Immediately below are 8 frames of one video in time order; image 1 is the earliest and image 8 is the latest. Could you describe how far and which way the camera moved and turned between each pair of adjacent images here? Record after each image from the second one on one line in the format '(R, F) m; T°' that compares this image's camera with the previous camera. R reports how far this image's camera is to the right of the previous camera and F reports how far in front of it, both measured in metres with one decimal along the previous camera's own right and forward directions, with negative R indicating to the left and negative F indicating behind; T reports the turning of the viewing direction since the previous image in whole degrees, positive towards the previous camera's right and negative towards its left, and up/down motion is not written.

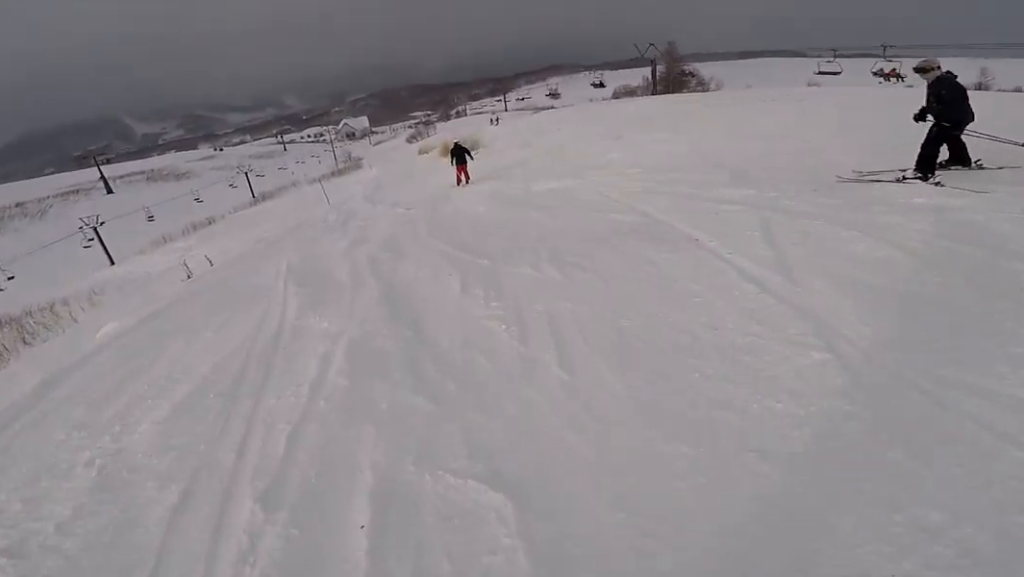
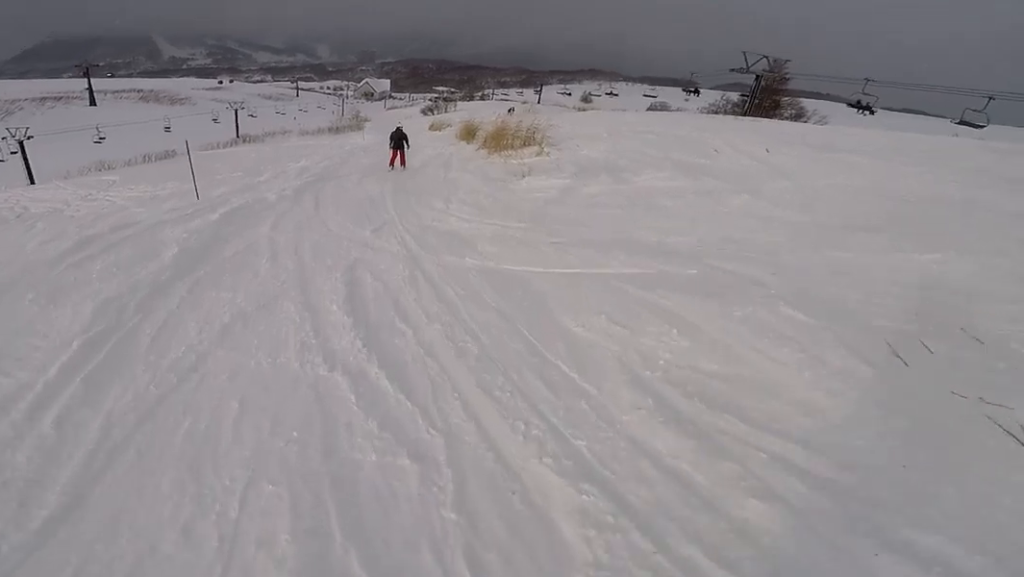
(-1.6, +15.1) m; -11°
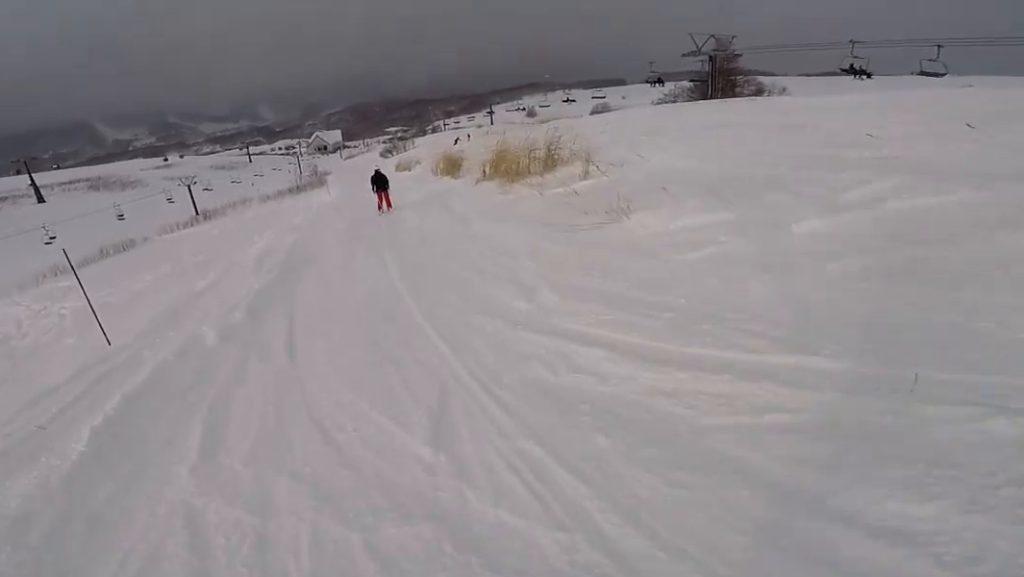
(-0.6, +4.6) m; +3°
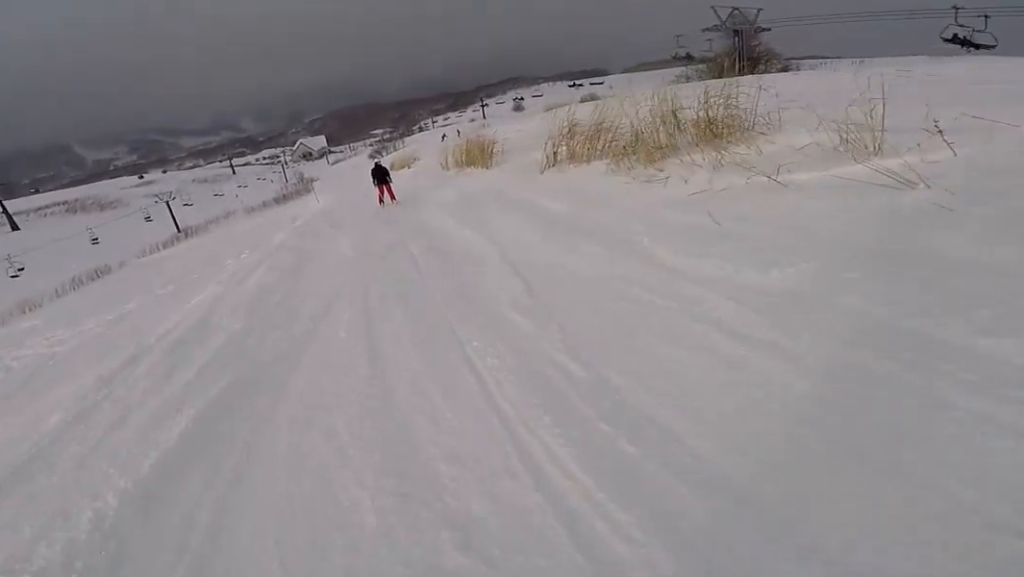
(+0.3, +5.5) m; +4°
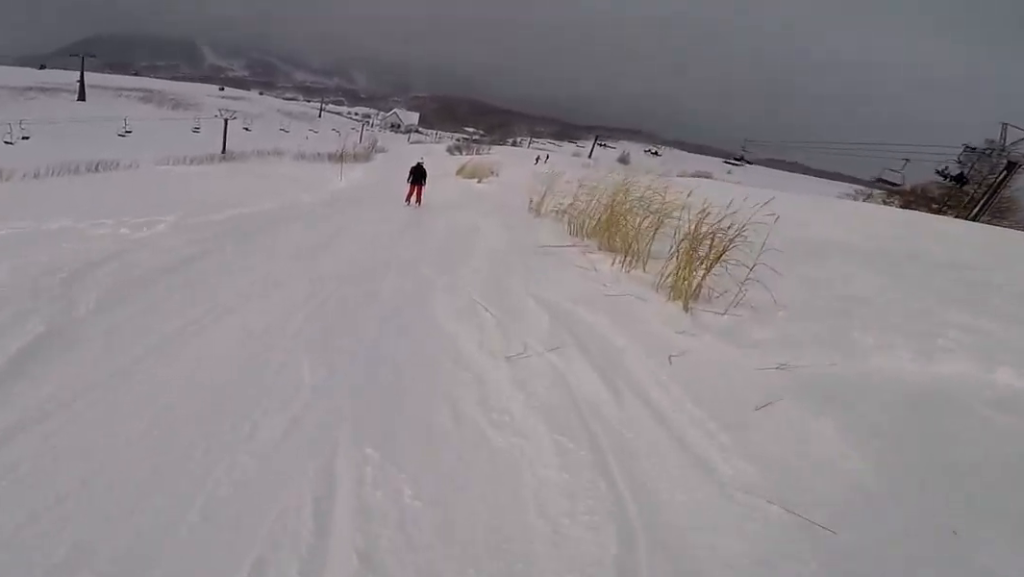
(+1.0, +11.4) m; +1°
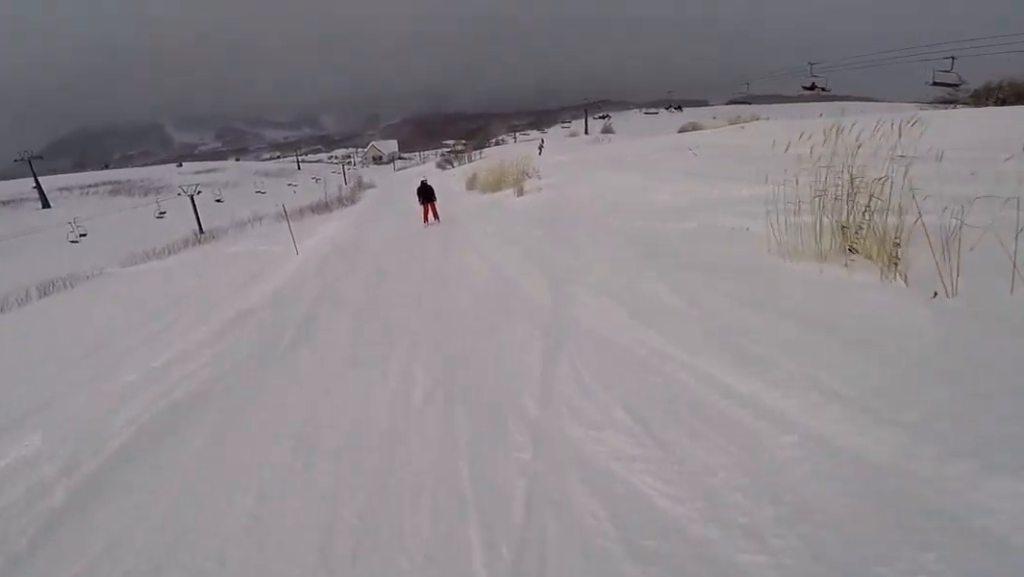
(-0.6, +11.3) m; -3°
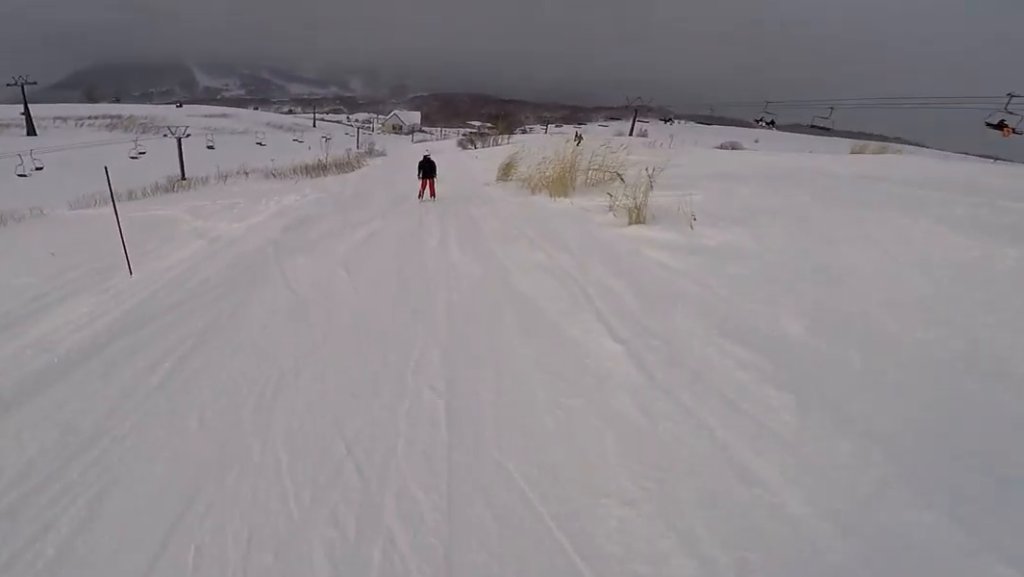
(0.0, +8.6) m; 0°
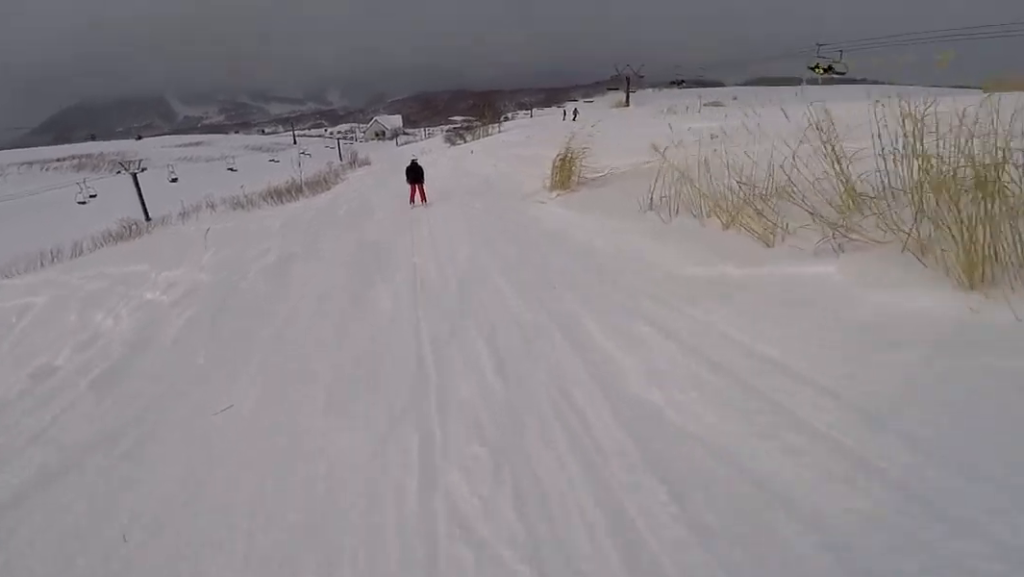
(0.0, +9.7) m; 0°
